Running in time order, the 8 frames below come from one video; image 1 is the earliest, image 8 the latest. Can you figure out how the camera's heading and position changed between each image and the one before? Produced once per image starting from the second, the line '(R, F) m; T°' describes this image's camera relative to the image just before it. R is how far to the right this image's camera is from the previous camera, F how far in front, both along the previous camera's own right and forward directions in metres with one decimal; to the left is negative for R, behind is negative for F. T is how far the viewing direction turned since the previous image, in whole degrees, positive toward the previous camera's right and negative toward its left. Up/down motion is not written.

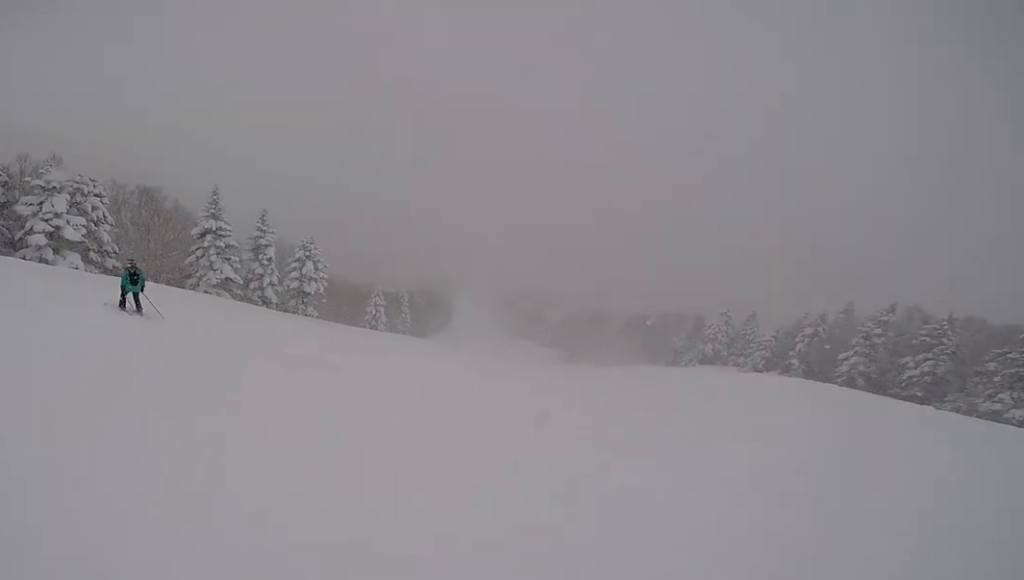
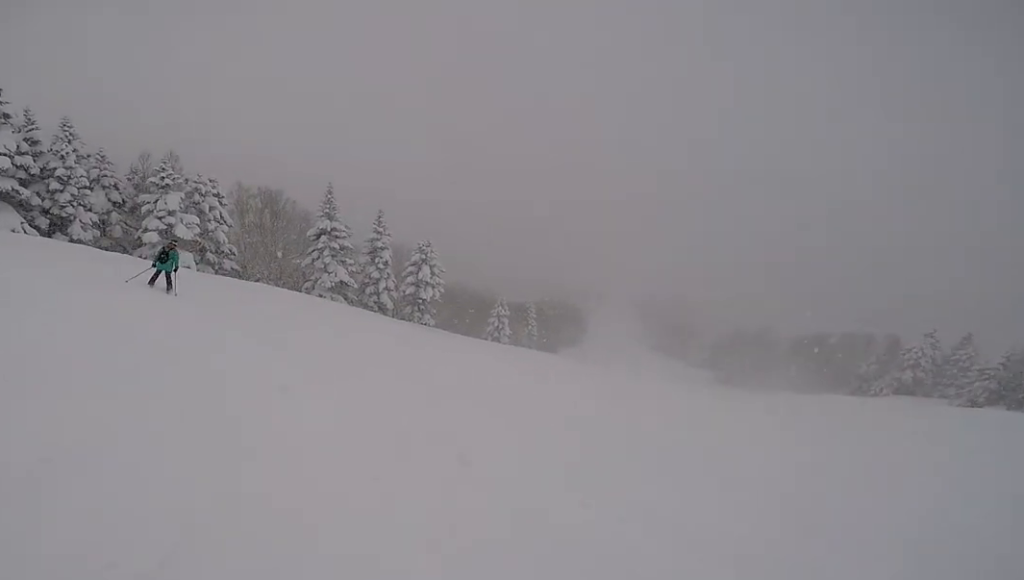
(-0.4, +2.9) m; -18°
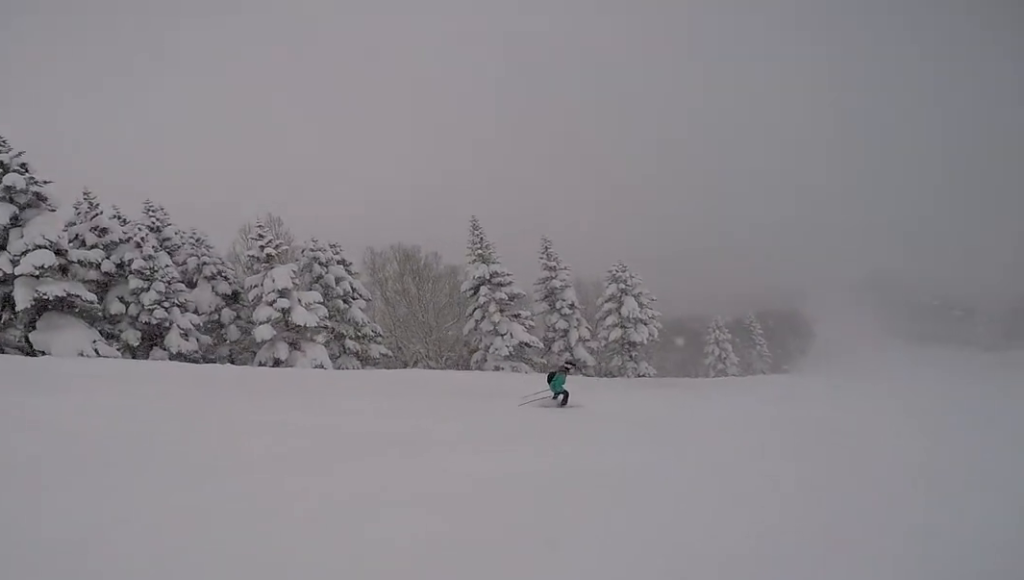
(-5.0, +6.1) m; -69°
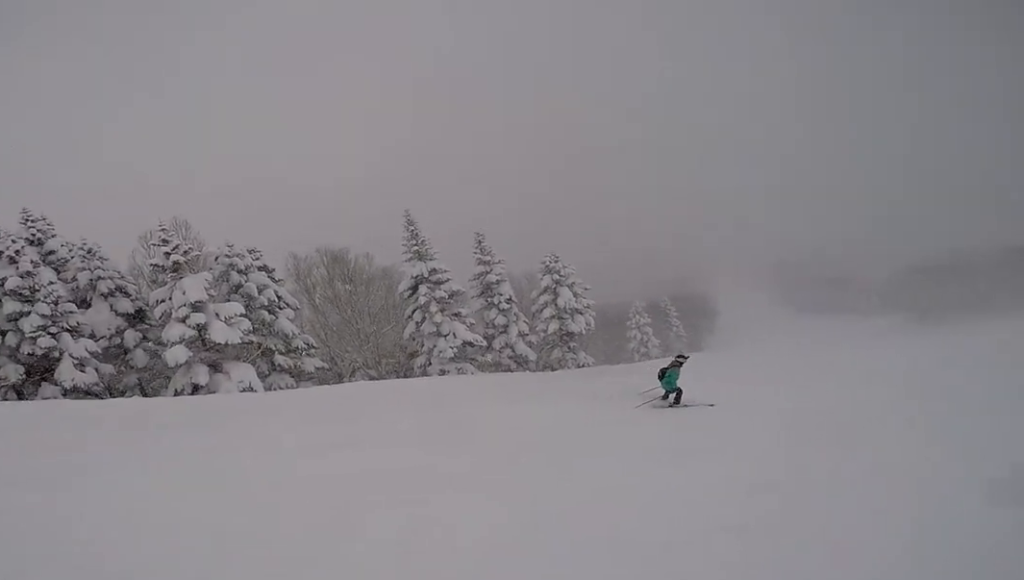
(-0.4, +2.5) m; +3°
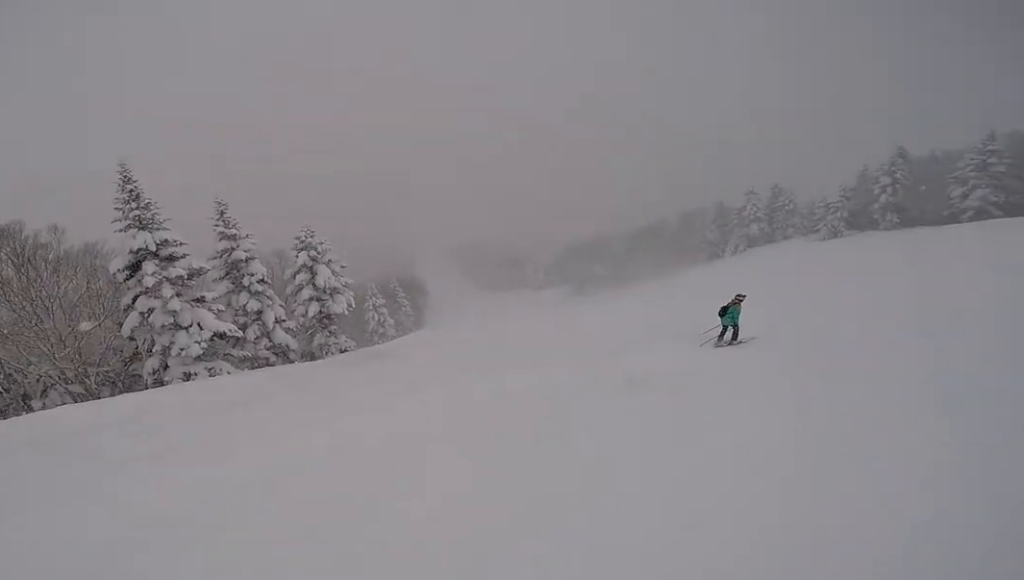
(+0.8, +4.5) m; +10°
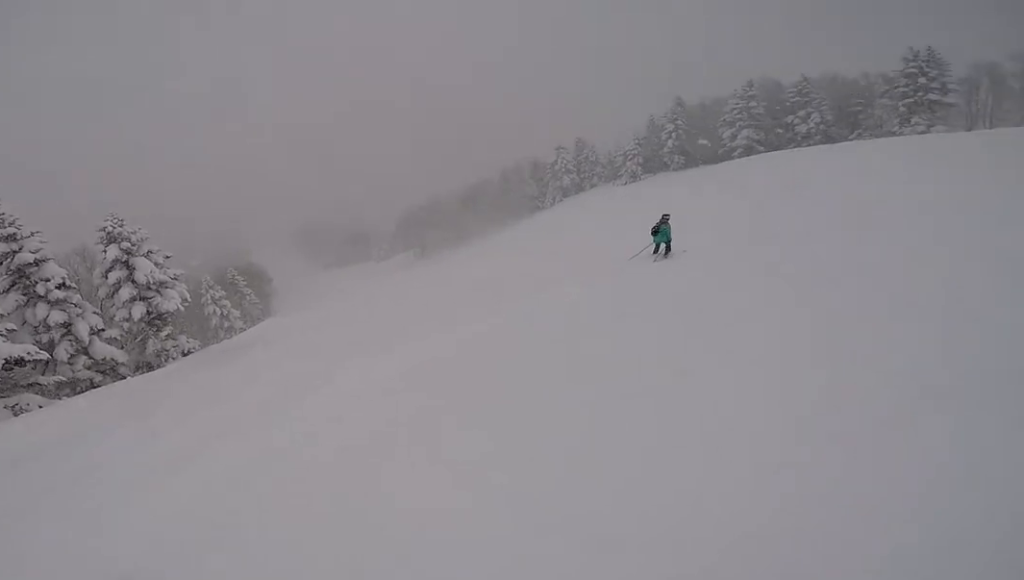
(0.0, +2.0) m; +14°
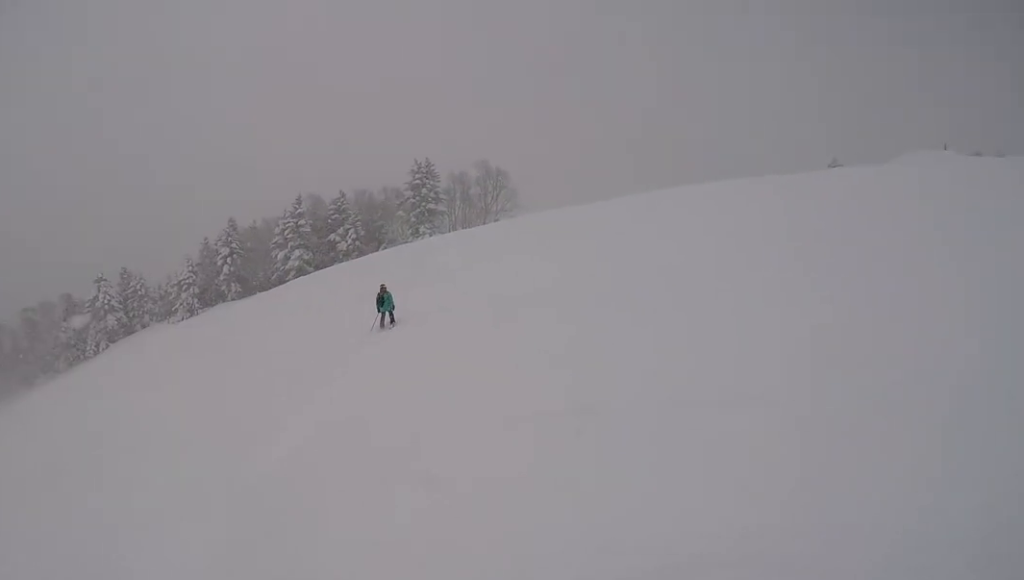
(+3.7, +4.9) m; +73°
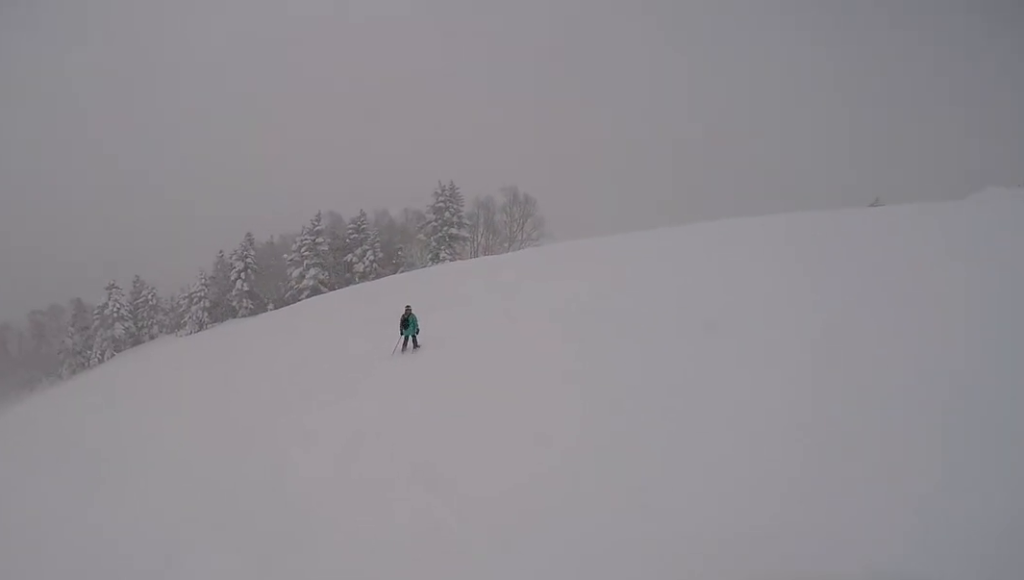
(+0.2, +2.1) m; +7°
